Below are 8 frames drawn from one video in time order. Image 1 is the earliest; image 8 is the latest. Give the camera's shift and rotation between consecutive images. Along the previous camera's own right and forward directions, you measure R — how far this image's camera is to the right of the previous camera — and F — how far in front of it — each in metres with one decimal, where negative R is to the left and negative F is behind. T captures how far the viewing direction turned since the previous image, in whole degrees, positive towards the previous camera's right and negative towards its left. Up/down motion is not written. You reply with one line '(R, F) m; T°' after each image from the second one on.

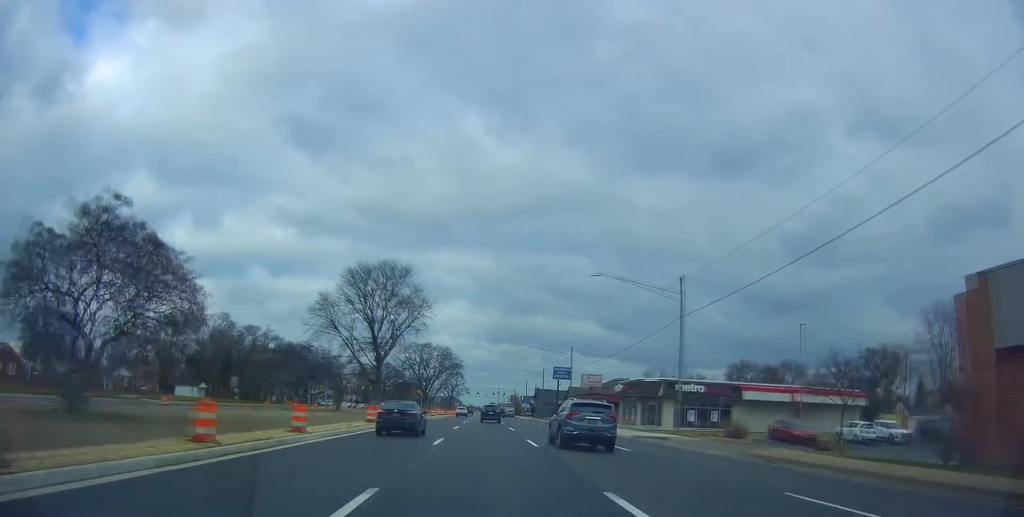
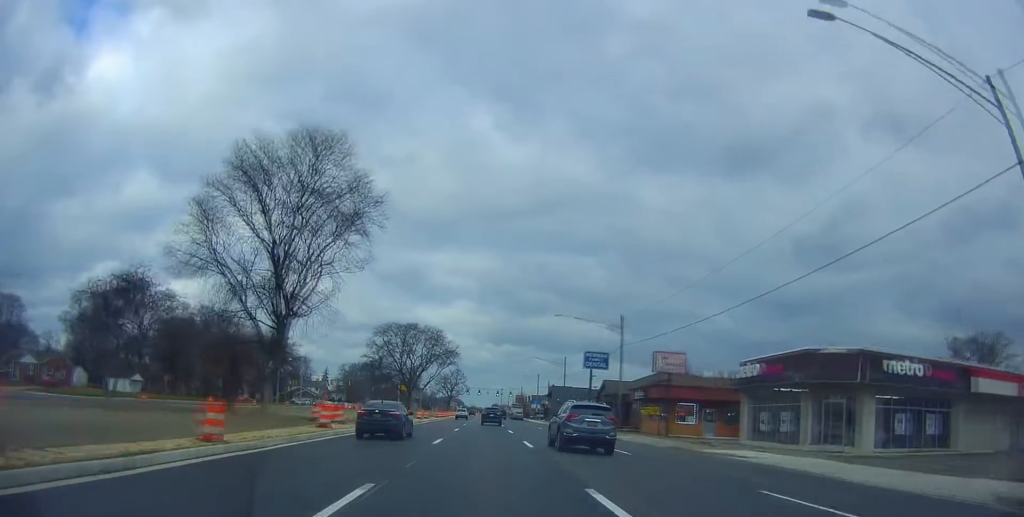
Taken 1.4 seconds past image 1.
(-0.6, +30.4) m; 0°
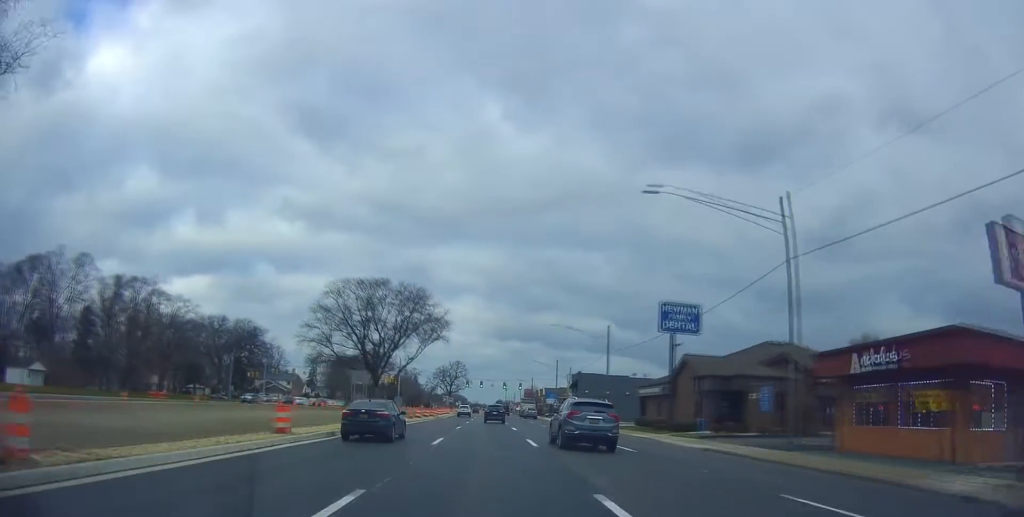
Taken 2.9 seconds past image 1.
(+0.4, +31.8) m; +1°
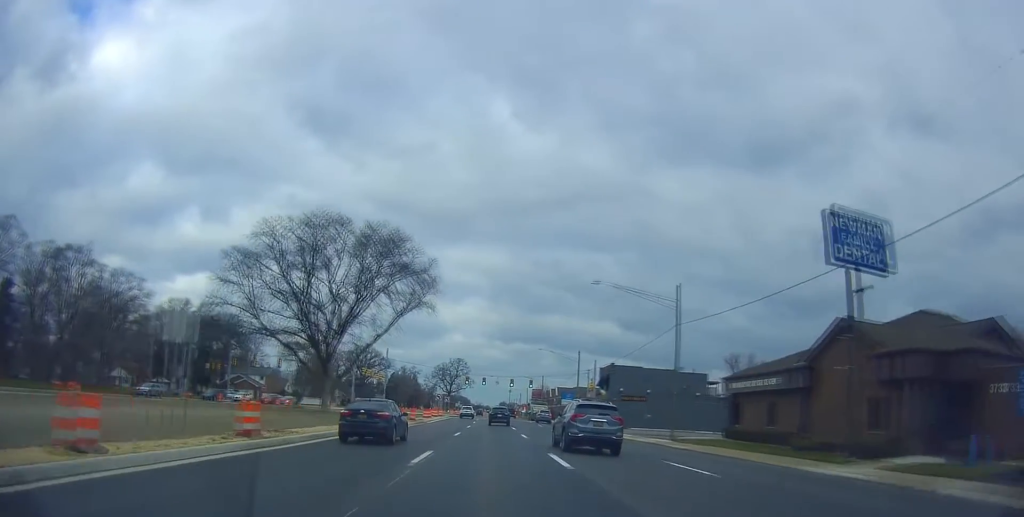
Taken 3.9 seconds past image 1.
(+0.2, +22.4) m; -1°
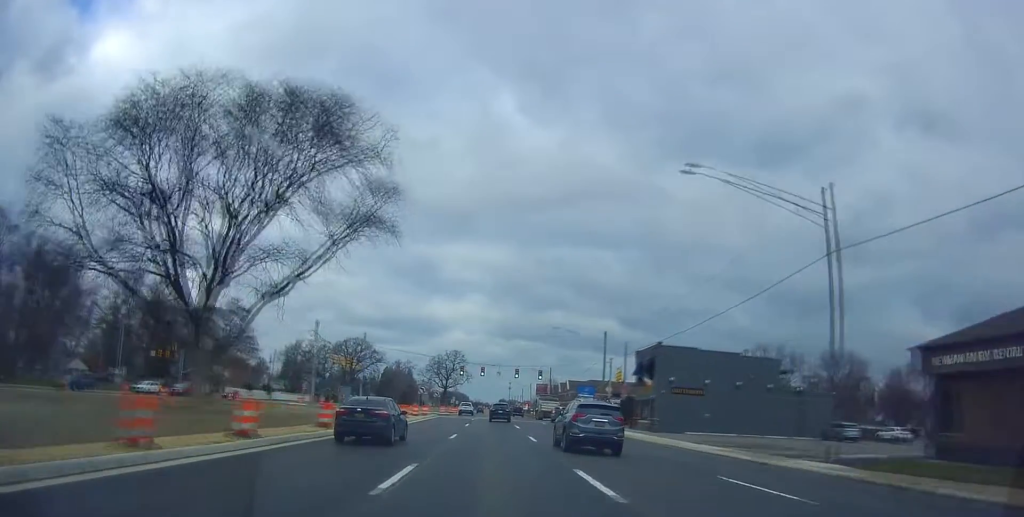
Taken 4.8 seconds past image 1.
(-0.5, +20.0) m; 0°
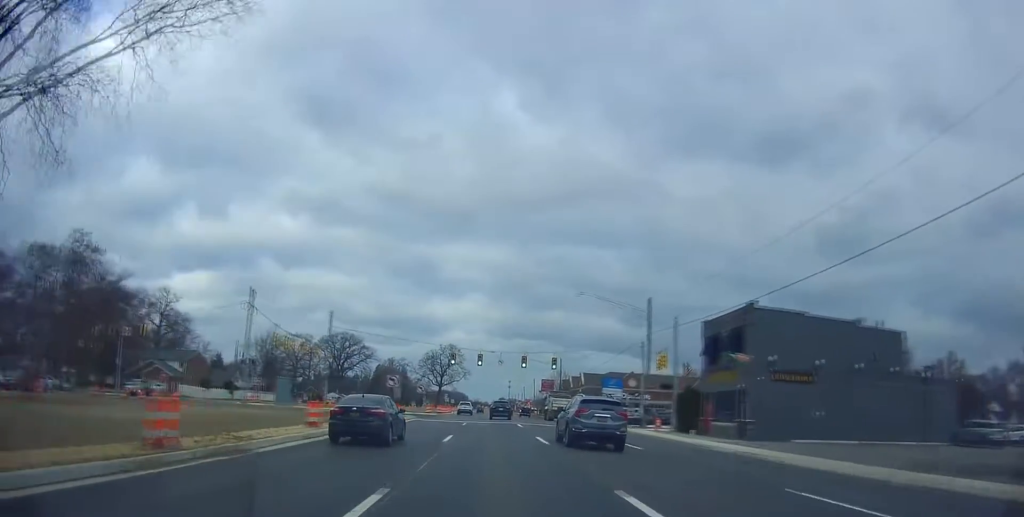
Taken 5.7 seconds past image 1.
(+0.3, +19.4) m; 0°
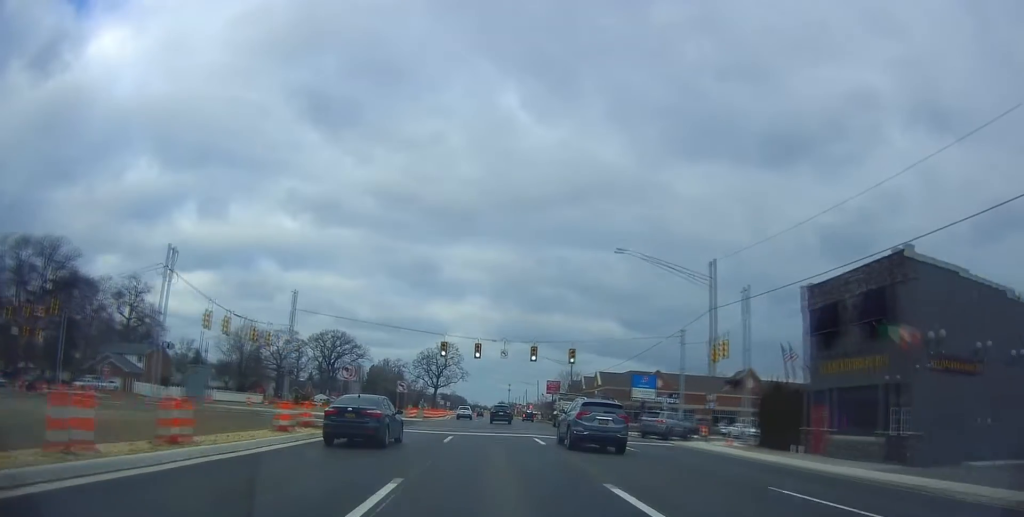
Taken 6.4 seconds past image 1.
(+0.1, +14.4) m; 0°
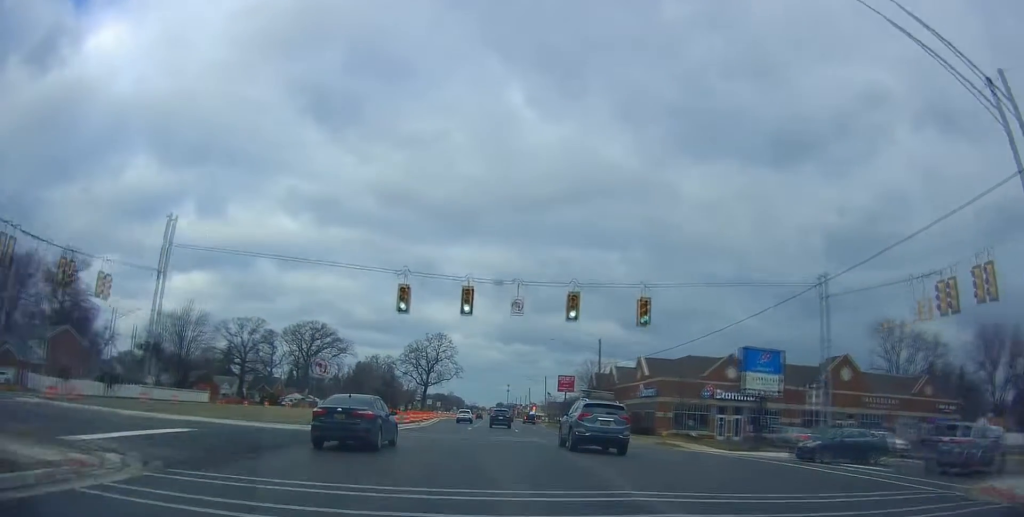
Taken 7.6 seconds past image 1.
(-0.2, +25.0) m; +1°
